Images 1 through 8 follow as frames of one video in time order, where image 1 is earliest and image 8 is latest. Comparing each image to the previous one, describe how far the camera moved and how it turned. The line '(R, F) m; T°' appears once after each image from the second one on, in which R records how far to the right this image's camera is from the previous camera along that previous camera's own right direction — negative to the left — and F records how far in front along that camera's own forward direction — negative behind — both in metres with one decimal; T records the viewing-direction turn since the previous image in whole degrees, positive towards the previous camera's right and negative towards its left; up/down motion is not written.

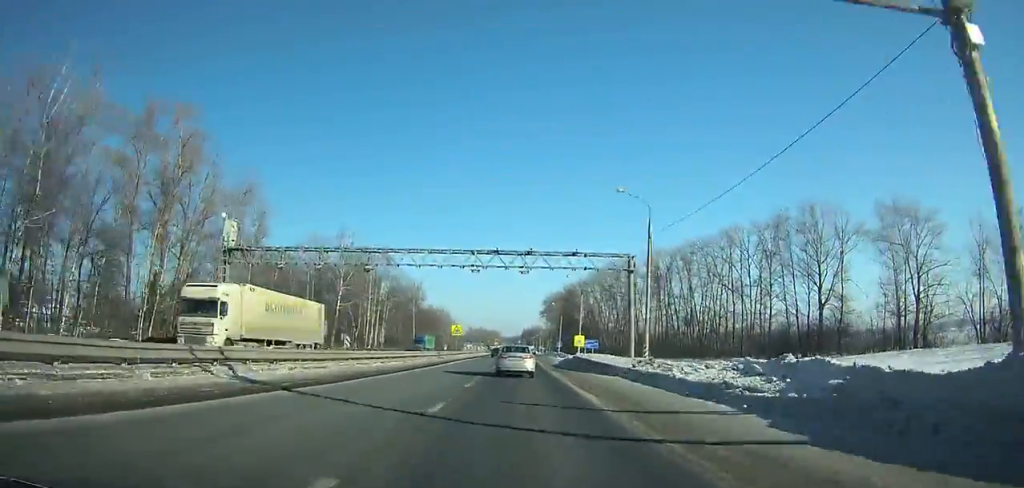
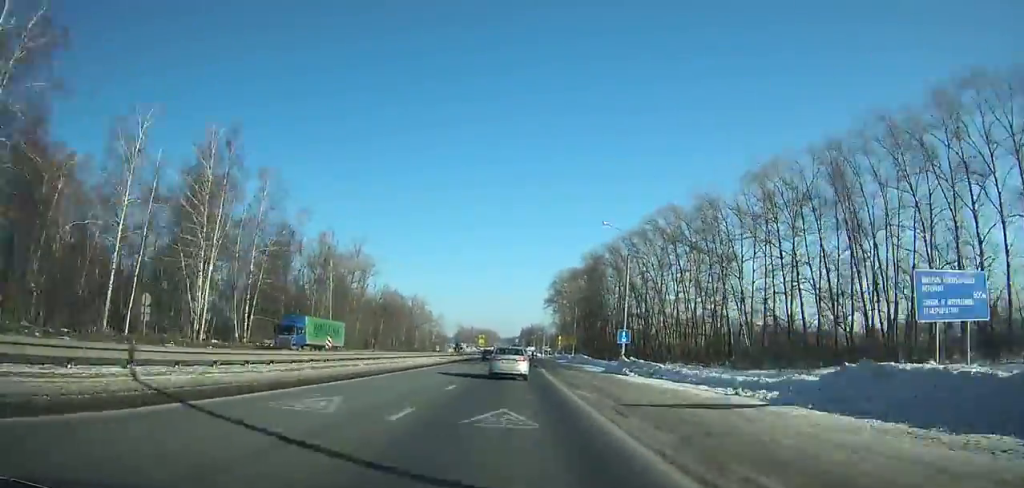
(+0.4, +71.2) m; 0°
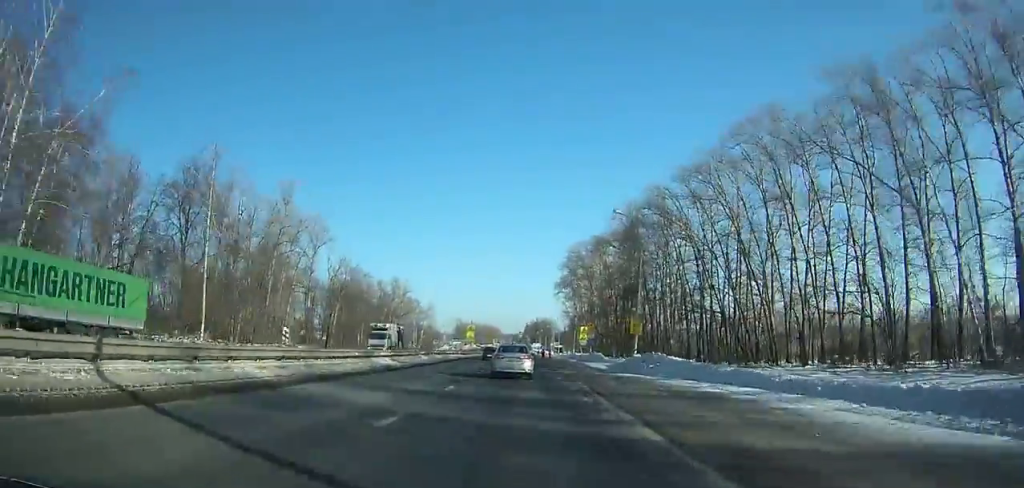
(-0.1, +39.3) m; 0°
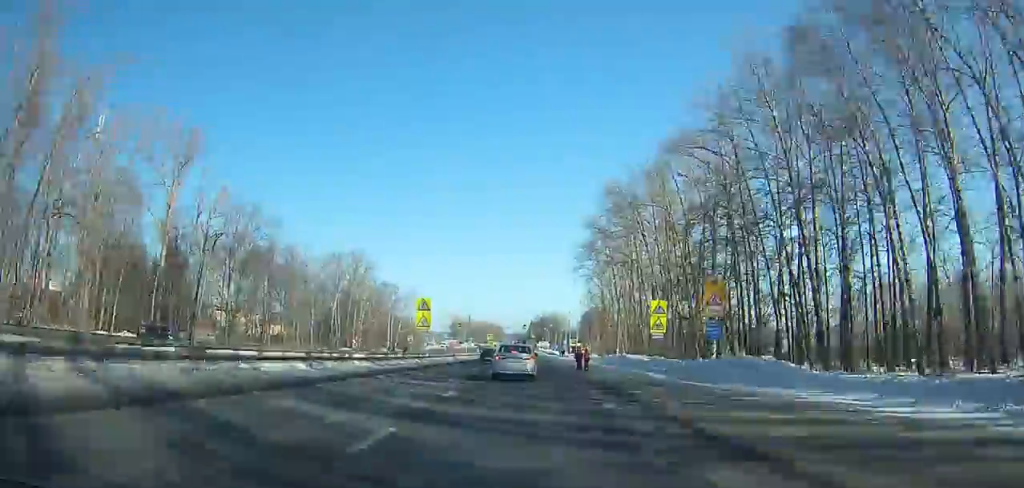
(-0.2, +48.4) m; 0°
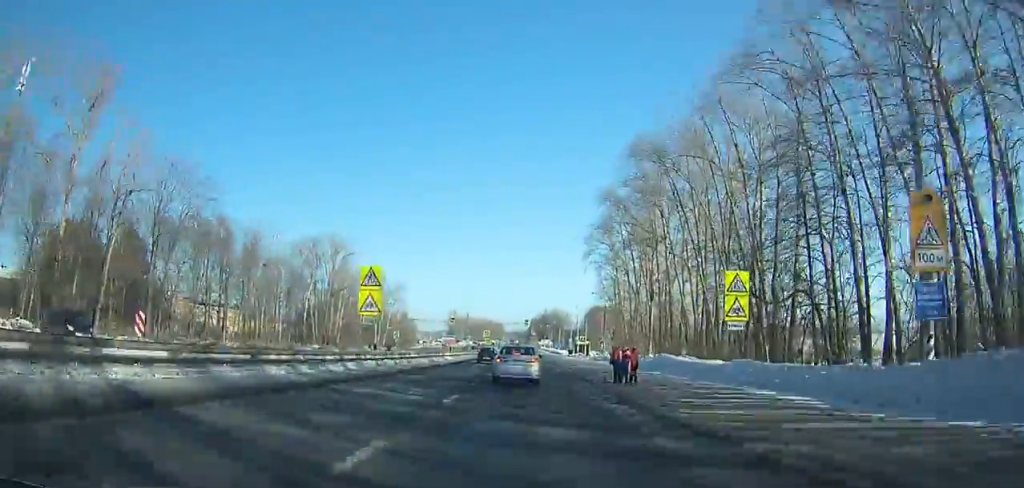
(0.0, +16.4) m; 0°
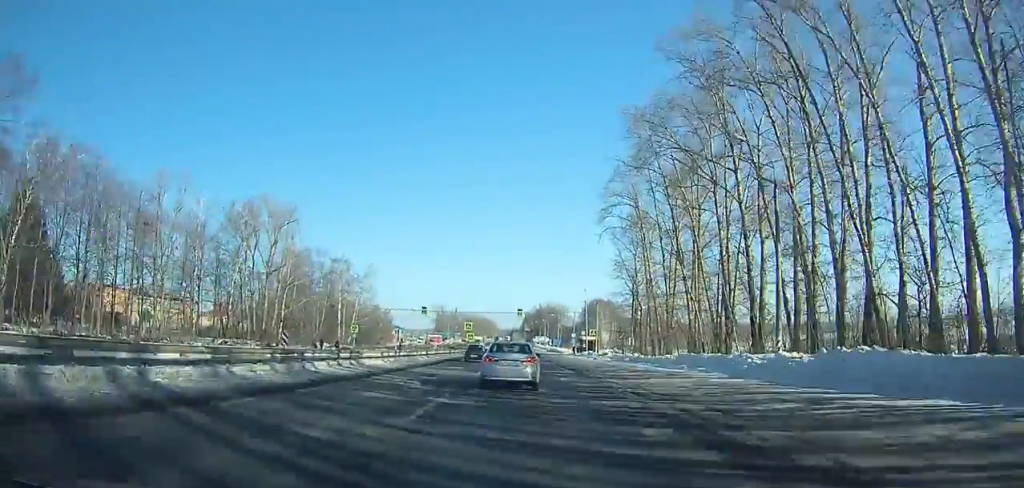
(0.0, +26.1) m; 0°
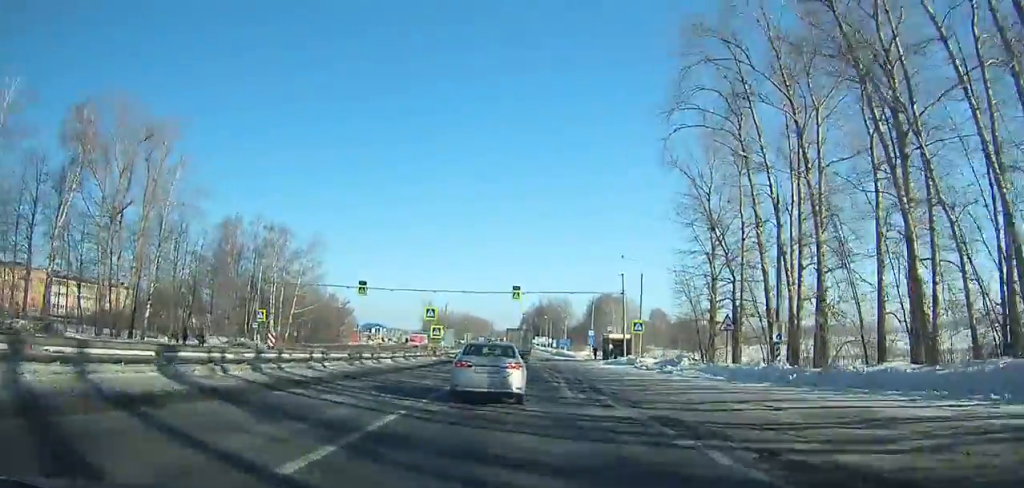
(-0.1, +34.9) m; 0°
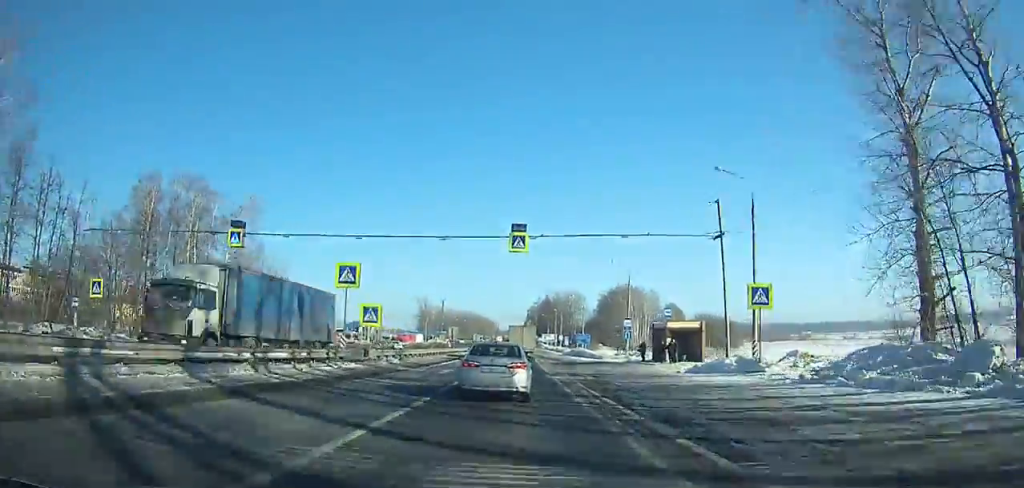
(+0.3, +29.1) m; 0°
